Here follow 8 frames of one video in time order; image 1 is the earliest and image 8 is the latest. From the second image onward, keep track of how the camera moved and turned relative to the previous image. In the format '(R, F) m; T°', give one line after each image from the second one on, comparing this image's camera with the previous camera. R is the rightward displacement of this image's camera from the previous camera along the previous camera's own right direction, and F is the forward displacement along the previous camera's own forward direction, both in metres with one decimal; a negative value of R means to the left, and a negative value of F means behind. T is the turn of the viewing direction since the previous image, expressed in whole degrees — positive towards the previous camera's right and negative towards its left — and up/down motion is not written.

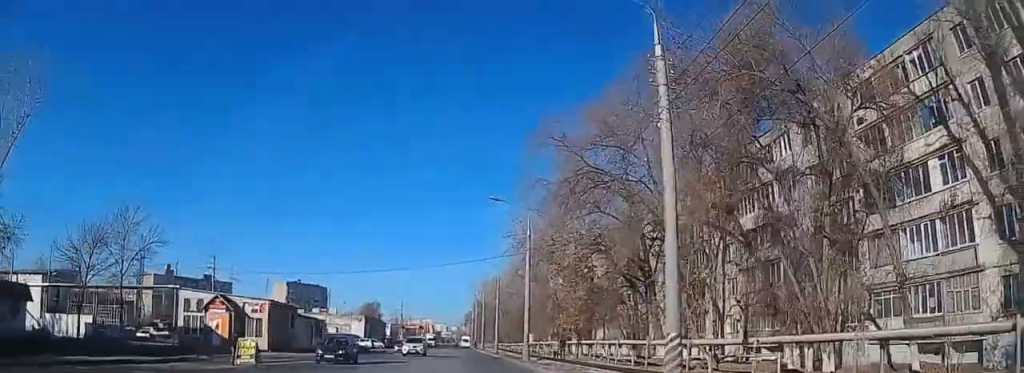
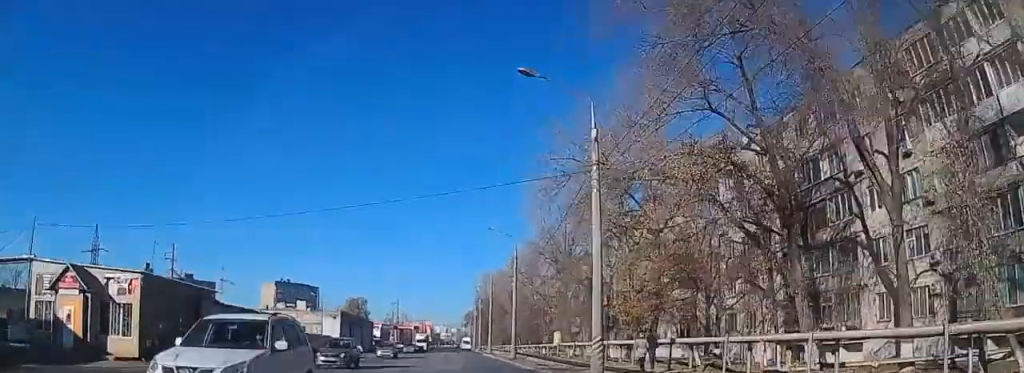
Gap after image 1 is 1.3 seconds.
(-0.2, +22.6) m; -3°
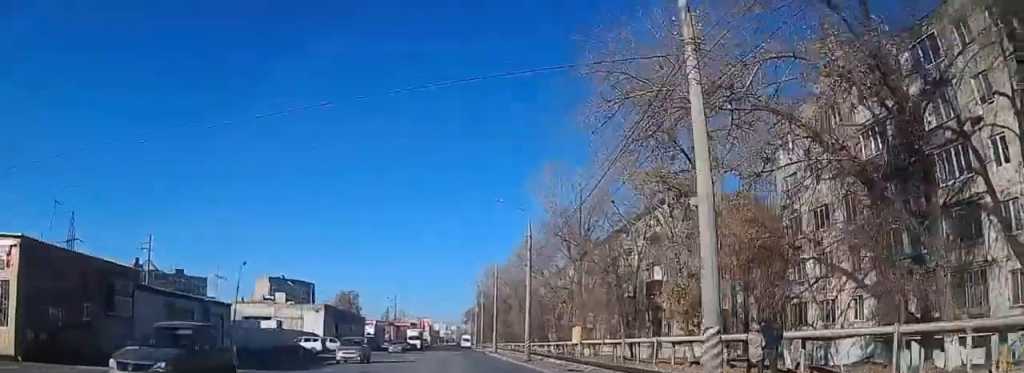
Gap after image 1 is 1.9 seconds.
(+0.2, +8.9) m; -5°
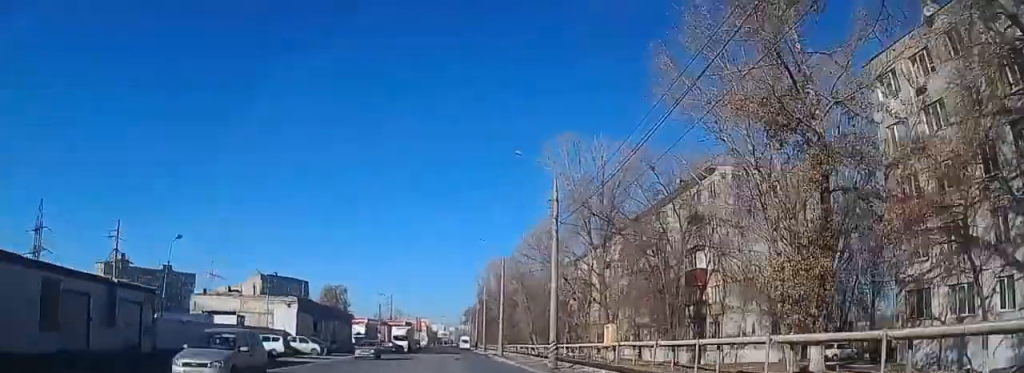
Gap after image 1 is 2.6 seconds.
(-1.0, +11.8) m; -3°
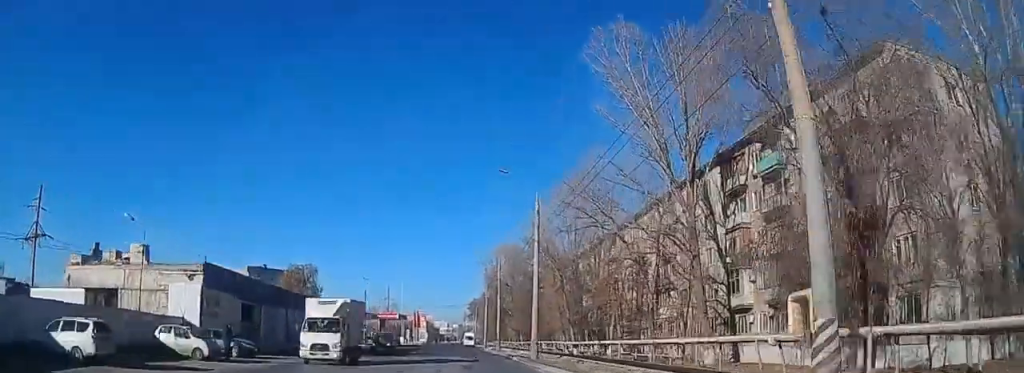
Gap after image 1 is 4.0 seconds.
(+0.3, +24.0) m; +6°
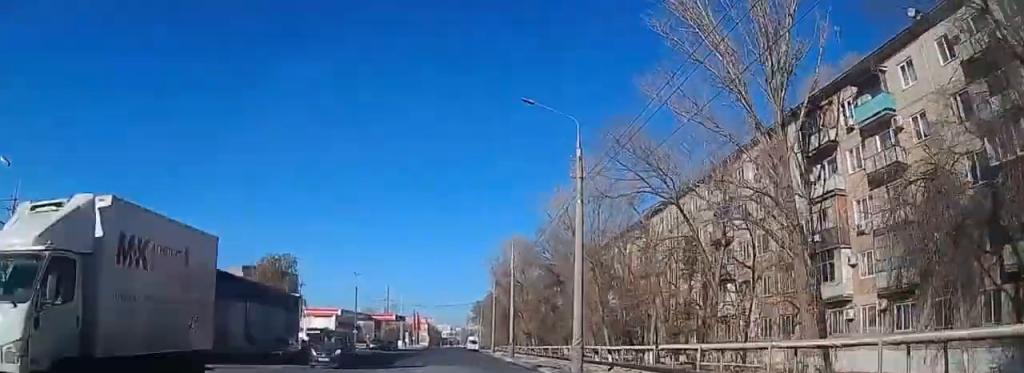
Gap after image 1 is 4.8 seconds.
(+0.4, +12.2) m; -5°
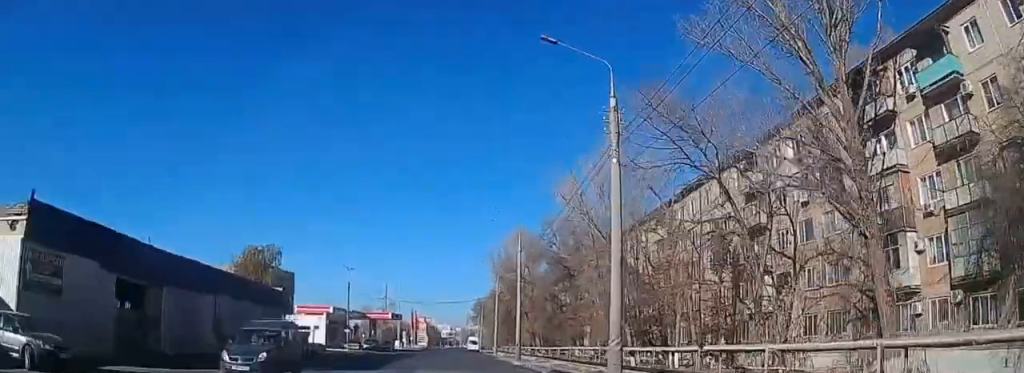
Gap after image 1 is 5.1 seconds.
(+0.6, +6.3) m; -3°
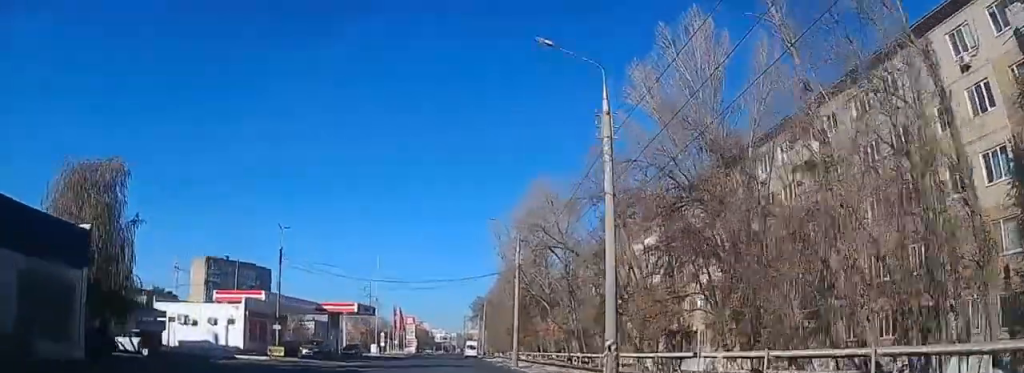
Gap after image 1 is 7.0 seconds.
(+3.5, +30.9) m; +9°
